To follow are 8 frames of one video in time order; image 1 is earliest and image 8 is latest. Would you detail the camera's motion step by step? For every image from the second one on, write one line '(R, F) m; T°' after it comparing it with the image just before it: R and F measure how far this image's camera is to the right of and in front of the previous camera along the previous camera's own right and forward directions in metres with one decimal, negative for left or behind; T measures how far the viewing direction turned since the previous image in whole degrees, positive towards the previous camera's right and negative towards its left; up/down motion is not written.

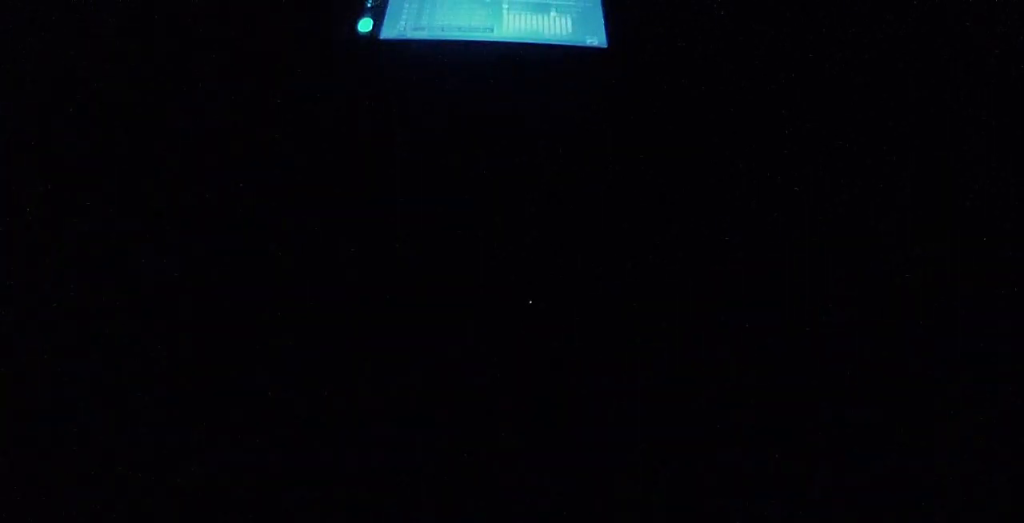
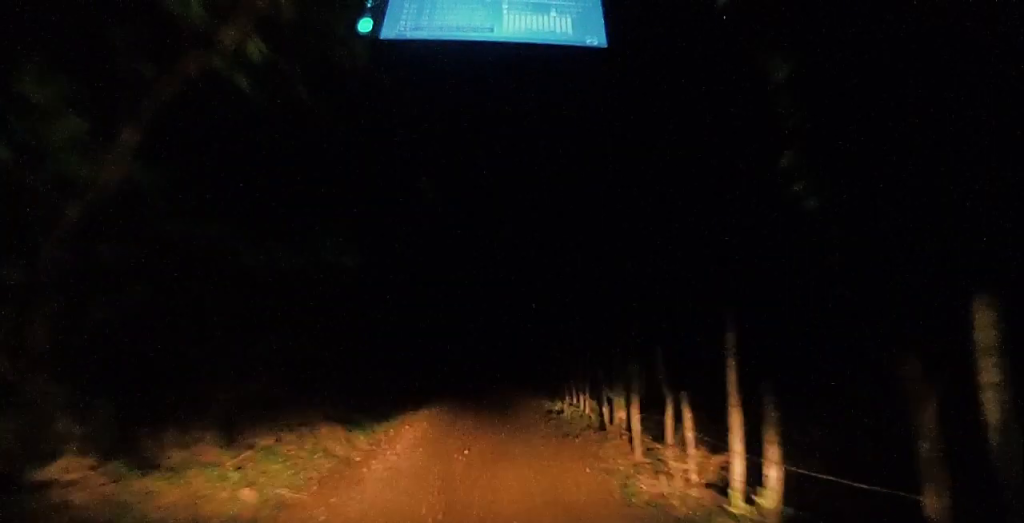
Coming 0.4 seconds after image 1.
(-0.1, +2.9) m; -1°
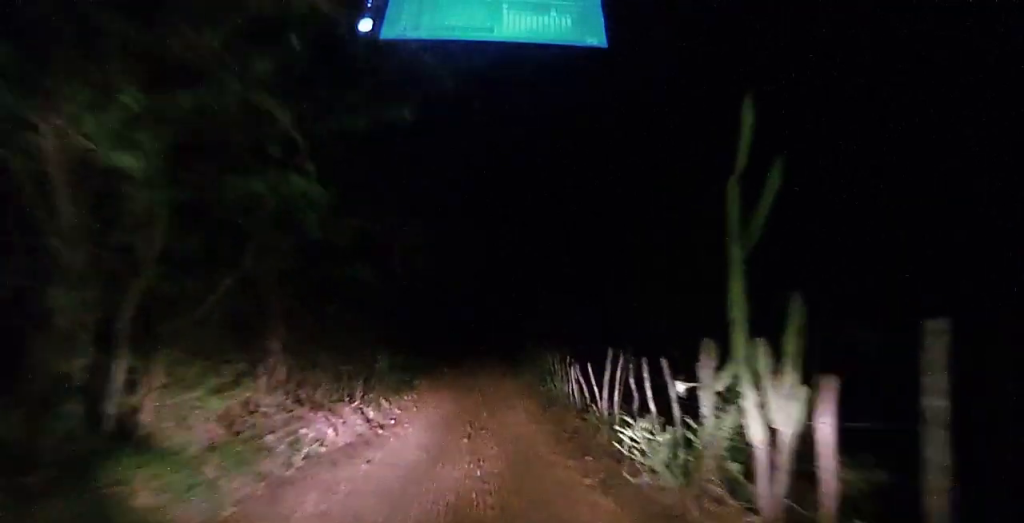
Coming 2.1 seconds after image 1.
(0.0, +11.3) m; 0°
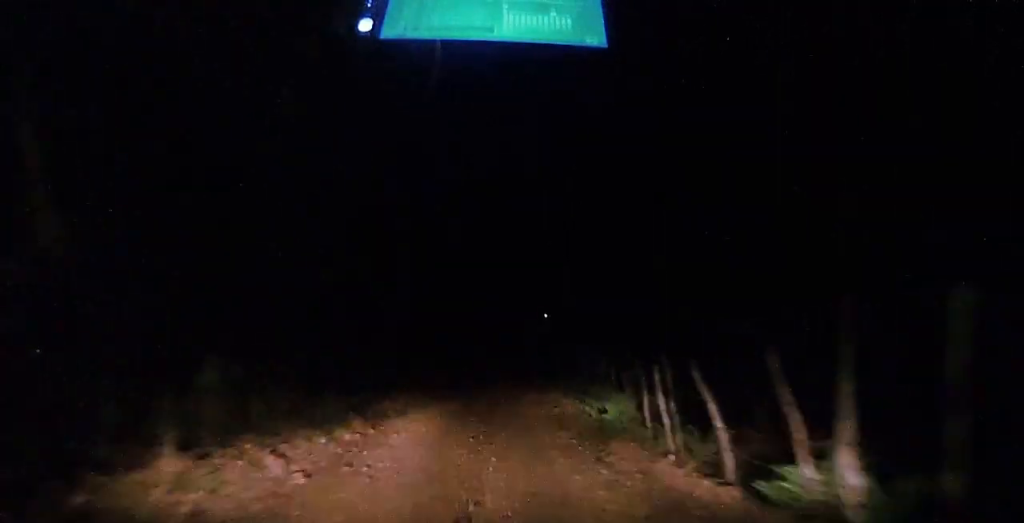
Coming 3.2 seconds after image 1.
(-0.4, +8.1) m; 0°
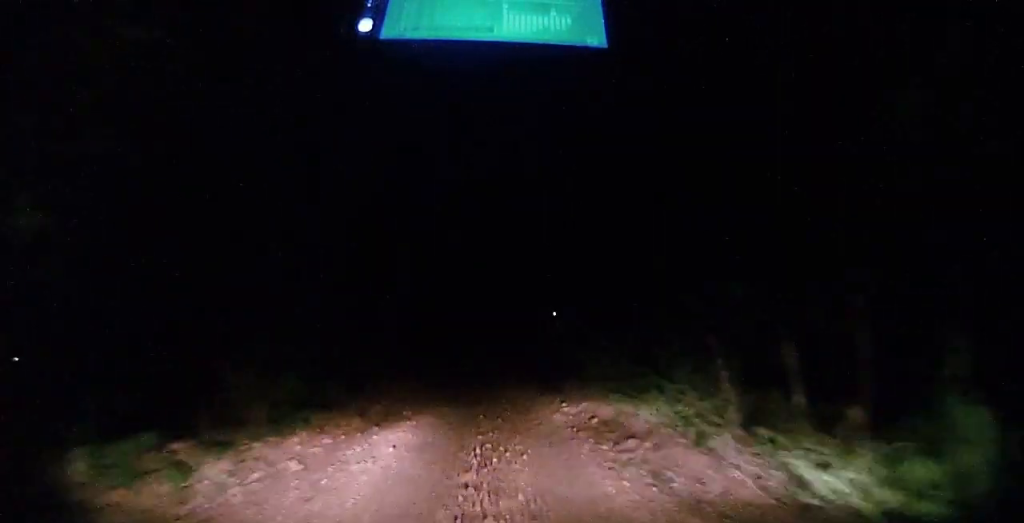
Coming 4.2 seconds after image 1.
(+0.5, +8.1) m; 0°
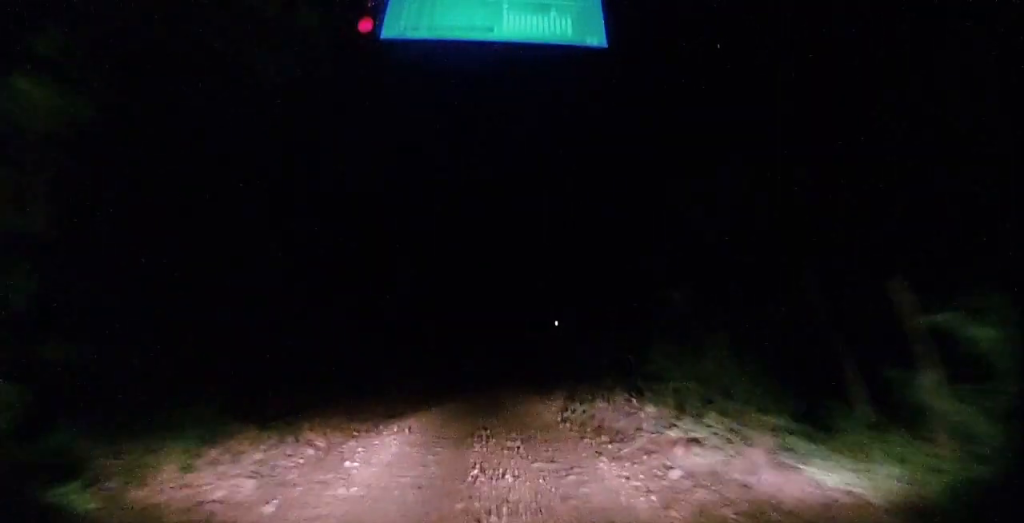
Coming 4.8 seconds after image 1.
(-0.3, +5.2) m; 0°
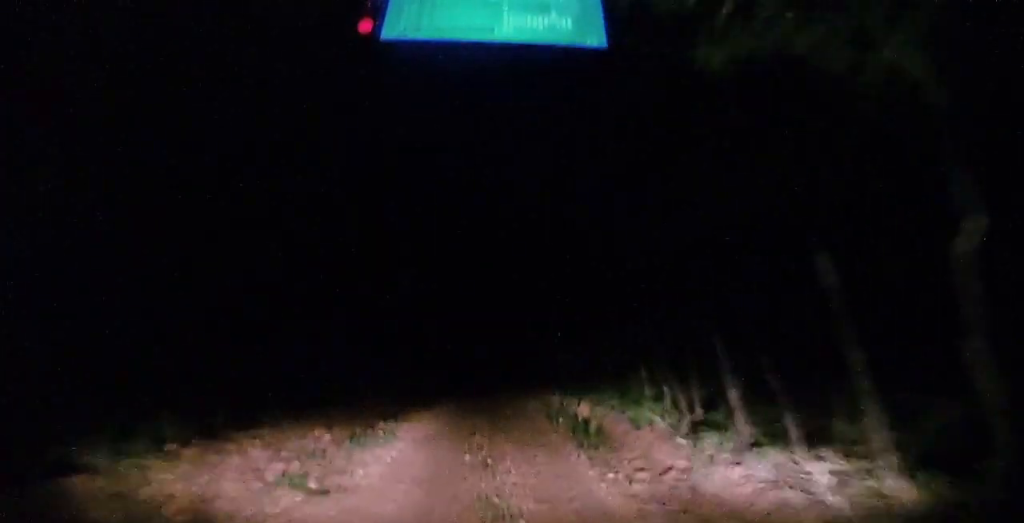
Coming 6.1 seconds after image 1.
(+0.3, +10.2) m; 0°
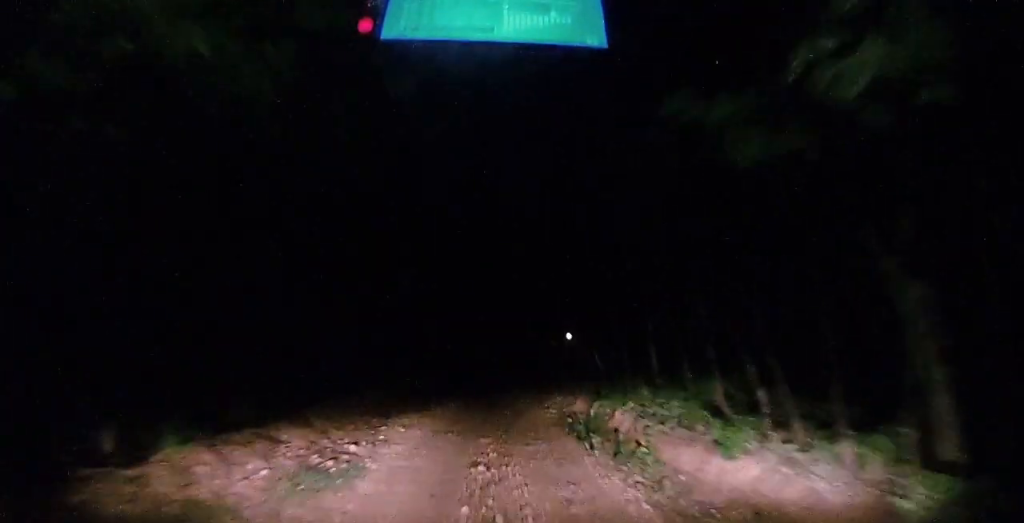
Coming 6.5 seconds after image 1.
(-0.1, +3.4) m; 0°
